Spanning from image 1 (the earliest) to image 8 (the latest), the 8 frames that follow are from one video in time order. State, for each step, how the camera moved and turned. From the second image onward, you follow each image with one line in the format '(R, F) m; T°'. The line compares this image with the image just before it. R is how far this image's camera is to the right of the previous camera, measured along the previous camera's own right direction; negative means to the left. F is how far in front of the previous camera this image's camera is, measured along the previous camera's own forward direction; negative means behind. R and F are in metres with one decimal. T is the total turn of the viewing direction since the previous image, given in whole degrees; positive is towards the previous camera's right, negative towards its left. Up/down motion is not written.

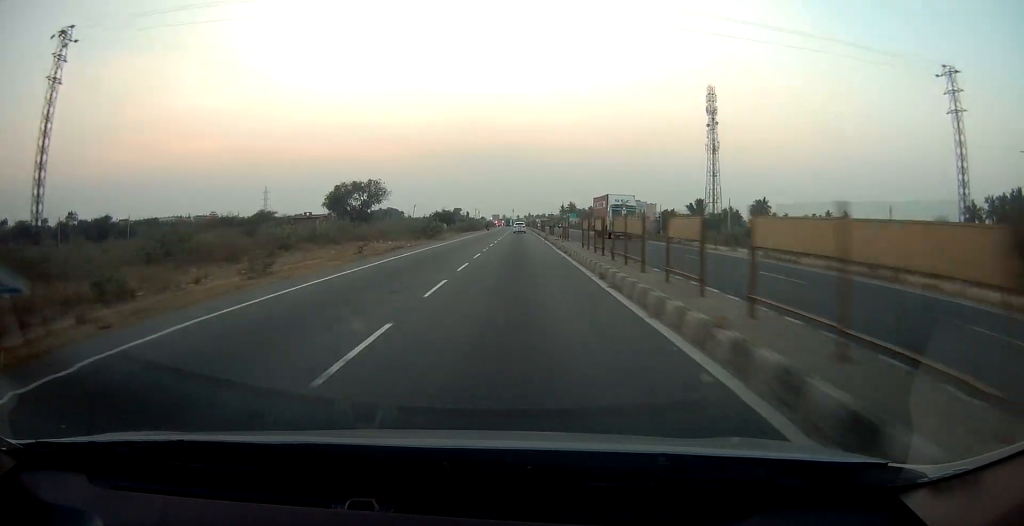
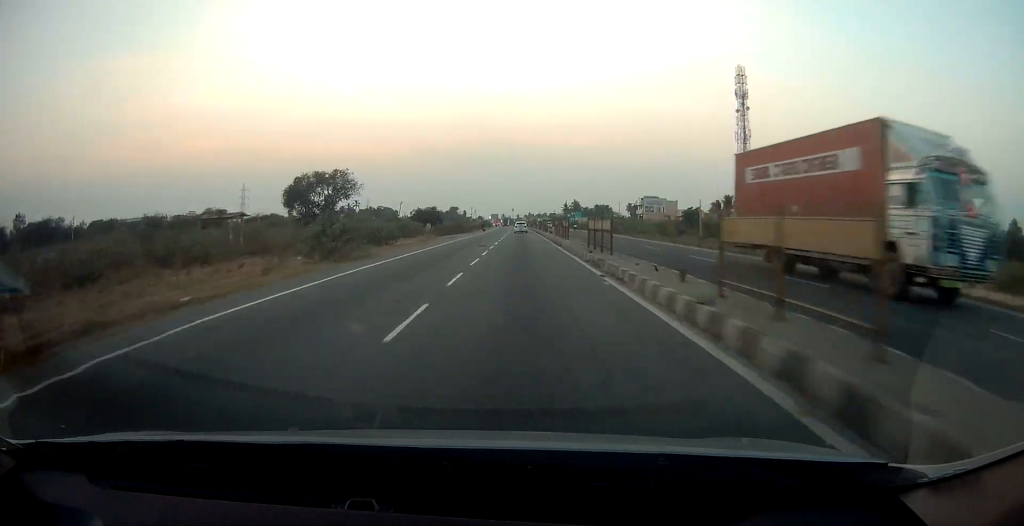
(0.0, +28.2) m; 0°
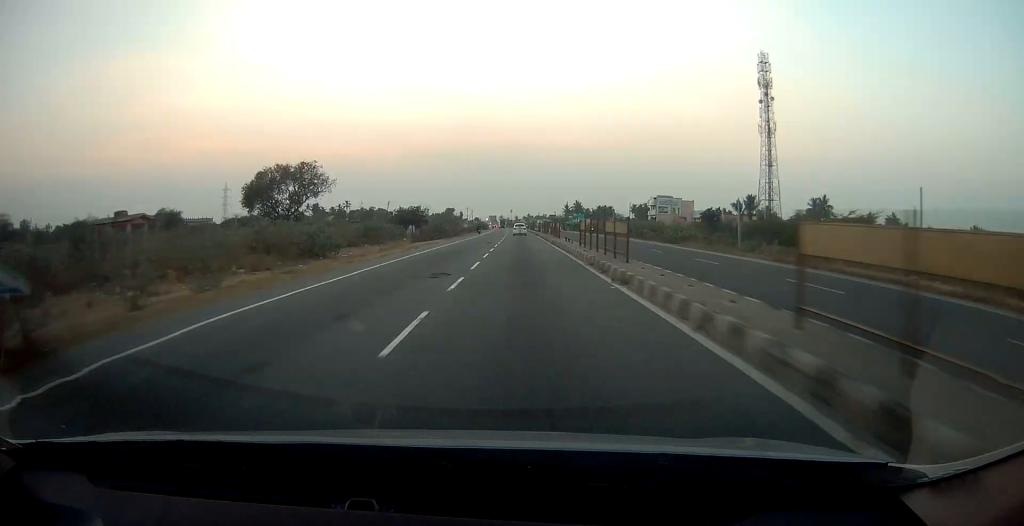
(0.0, +18.6) m; 0°
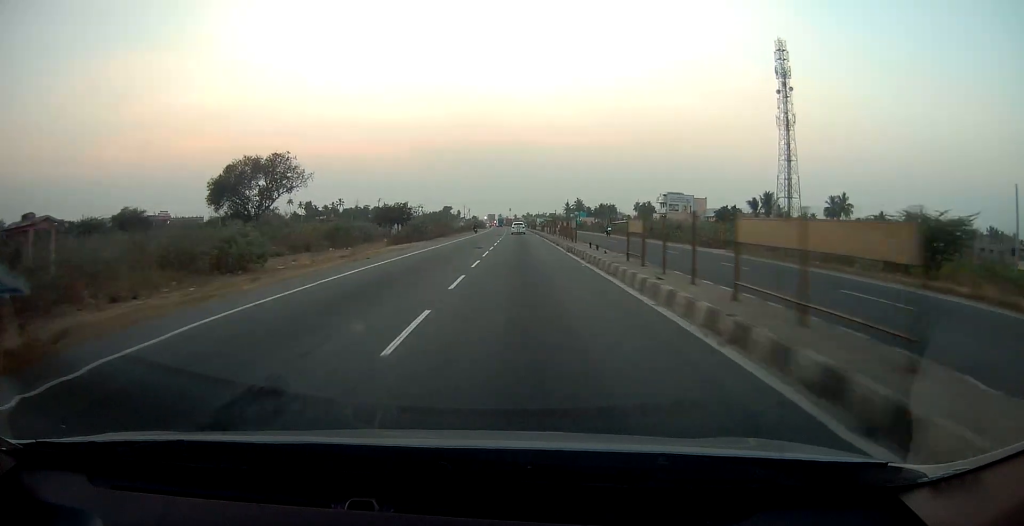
(0.0, +12.0) m; 0°
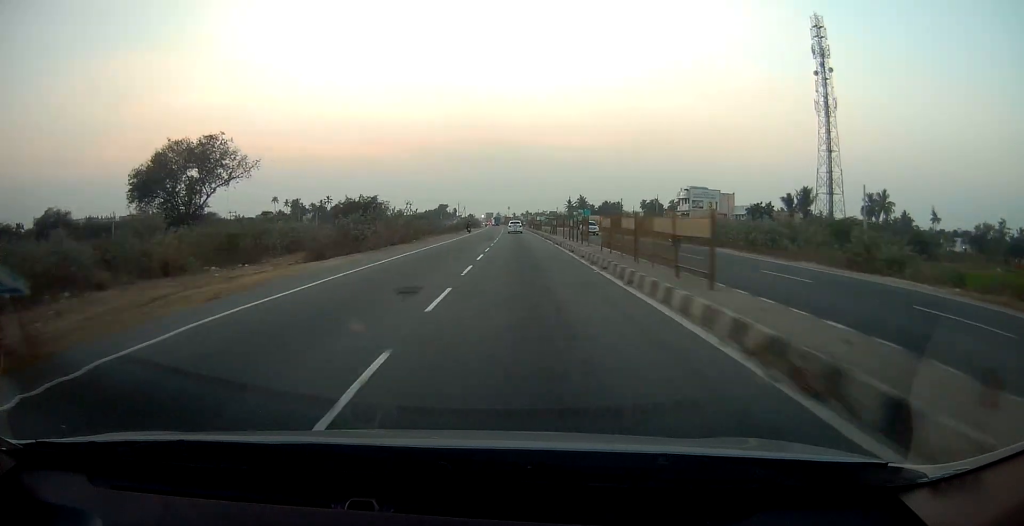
(0.0, +21.0) m; 0°
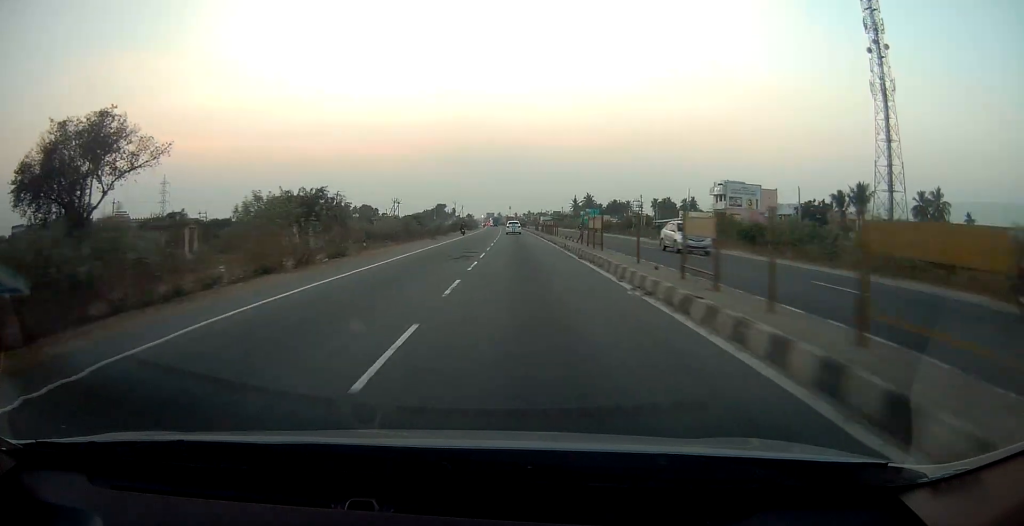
(0.0, +22.1) m; 0°
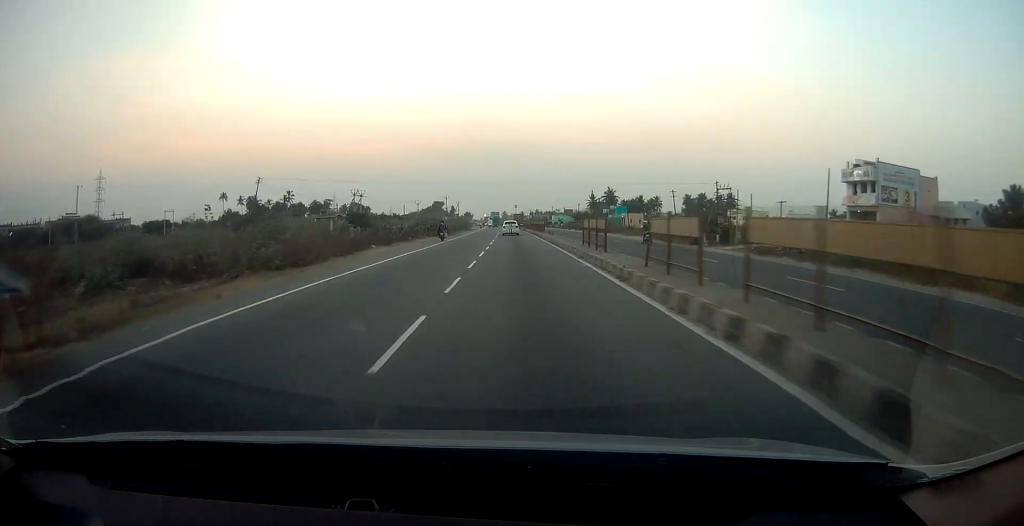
(-0.1, +47.2) m; 0°
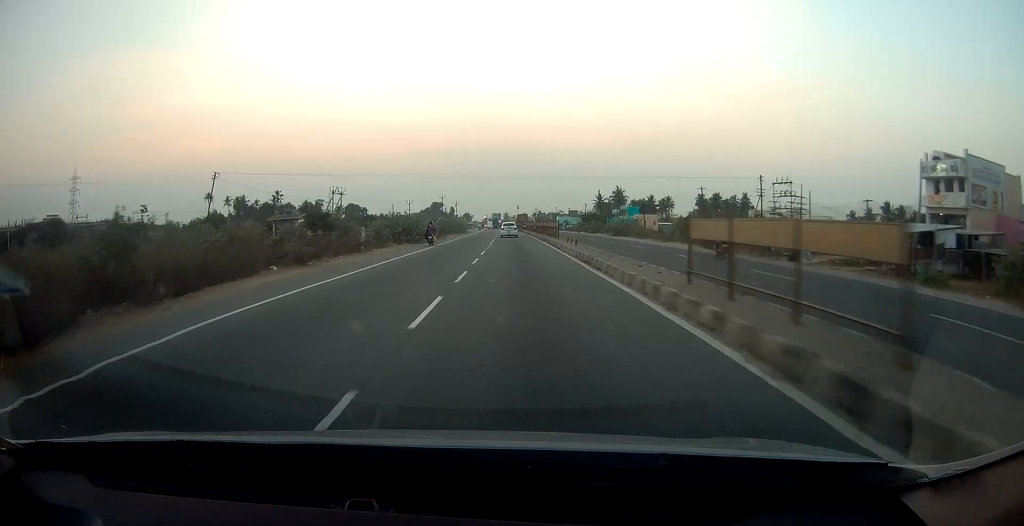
(-0.1, +15.6) m; 0°
